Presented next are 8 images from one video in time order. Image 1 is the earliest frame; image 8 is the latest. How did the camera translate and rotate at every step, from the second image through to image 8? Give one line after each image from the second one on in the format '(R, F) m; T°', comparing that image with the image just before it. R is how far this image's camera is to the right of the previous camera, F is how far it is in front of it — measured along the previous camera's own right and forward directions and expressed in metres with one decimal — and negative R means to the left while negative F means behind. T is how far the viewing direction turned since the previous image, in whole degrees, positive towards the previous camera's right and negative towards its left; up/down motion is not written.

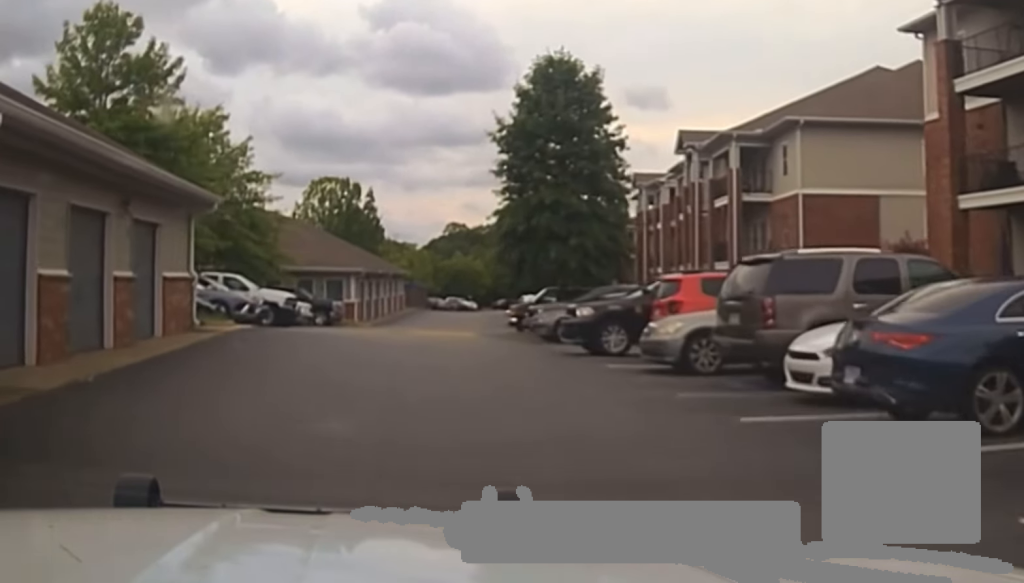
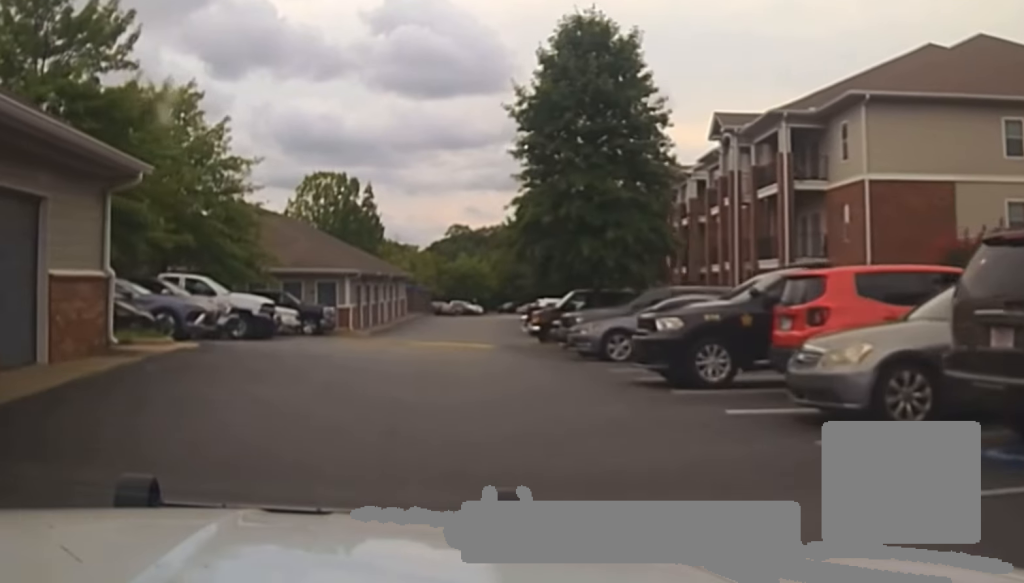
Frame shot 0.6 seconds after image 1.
(-0.1, +6.8) m; -1°
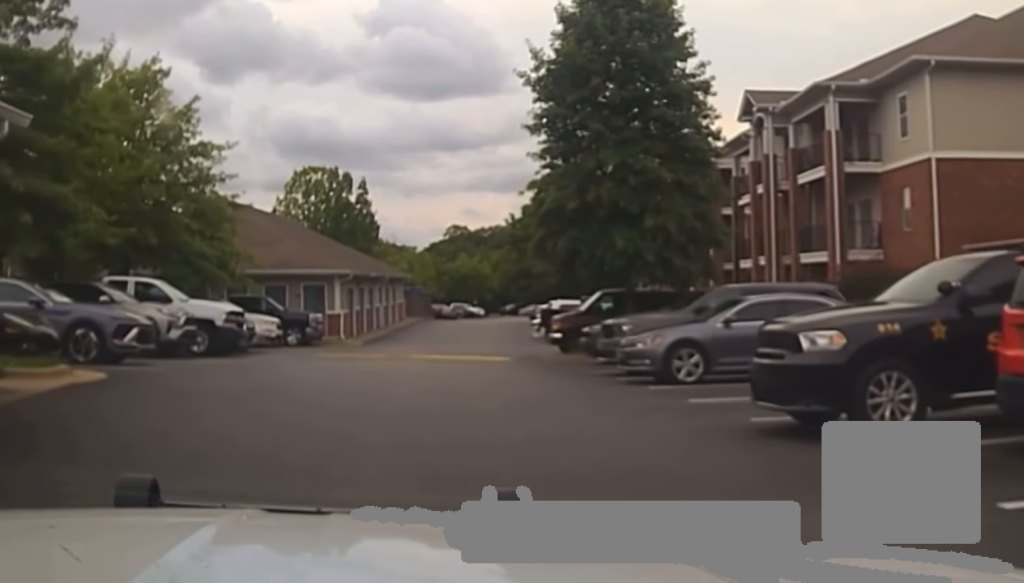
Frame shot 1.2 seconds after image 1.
(0.0, +6.0) m; +1°
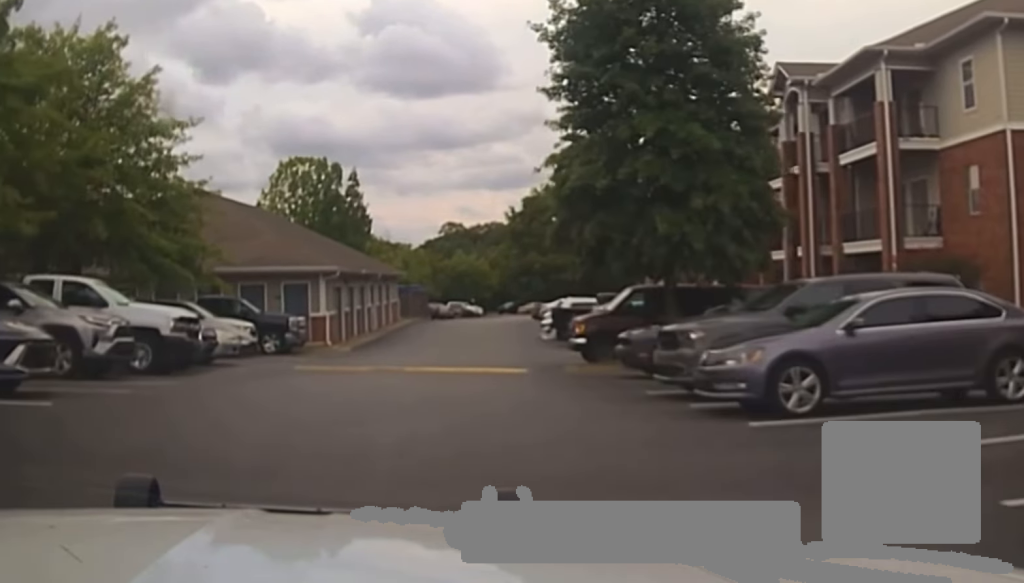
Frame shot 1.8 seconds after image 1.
(-0.1, +5.5) m; +1°
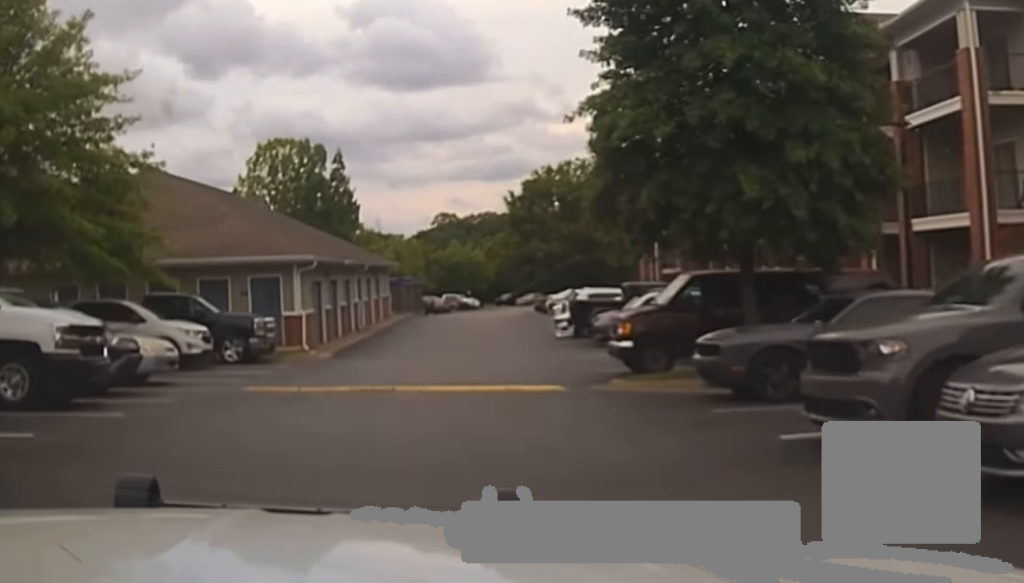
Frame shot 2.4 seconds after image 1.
(+0.3, +6.5) m; 0°
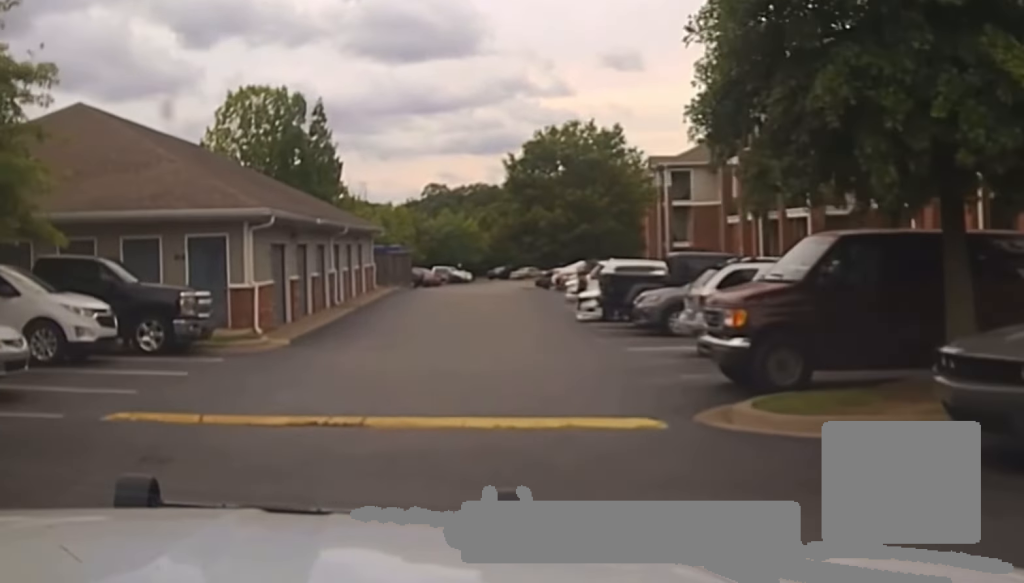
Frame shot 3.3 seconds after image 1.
(-0.1, +8.2) m; -1°
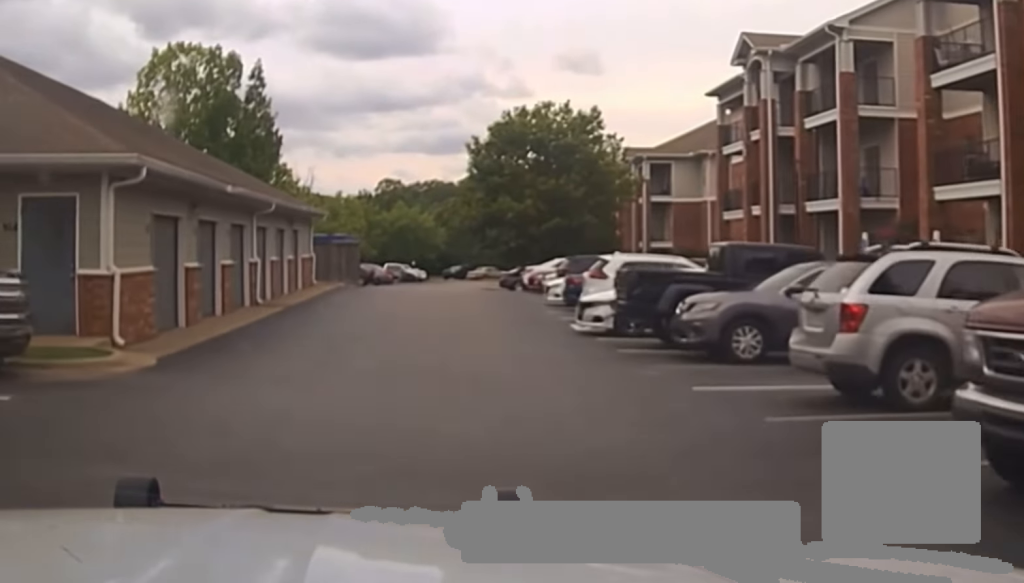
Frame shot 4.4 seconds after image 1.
(-0.1, +8.9) m; +1°
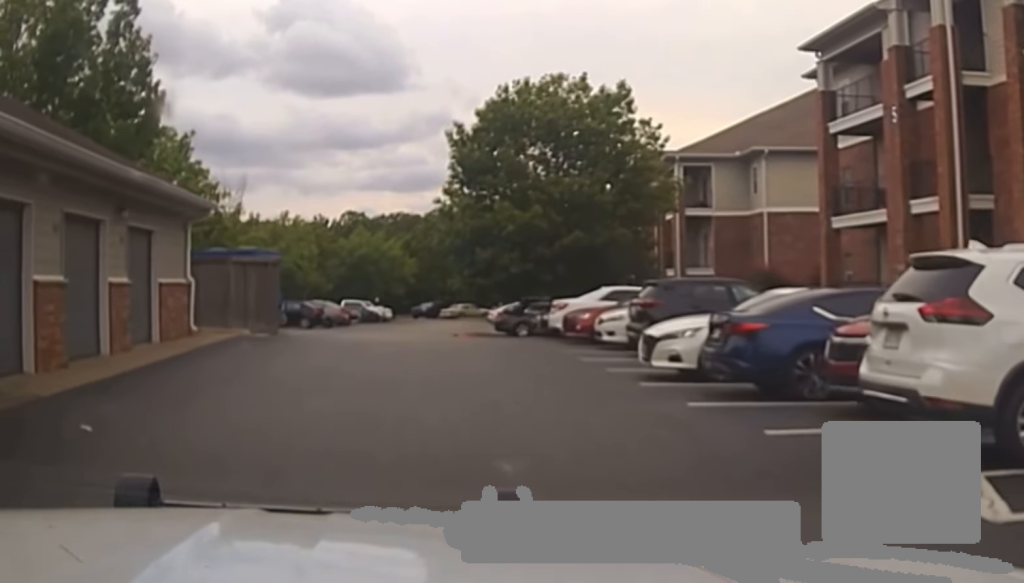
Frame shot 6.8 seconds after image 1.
(+0.9, +18.4) m; +5°
